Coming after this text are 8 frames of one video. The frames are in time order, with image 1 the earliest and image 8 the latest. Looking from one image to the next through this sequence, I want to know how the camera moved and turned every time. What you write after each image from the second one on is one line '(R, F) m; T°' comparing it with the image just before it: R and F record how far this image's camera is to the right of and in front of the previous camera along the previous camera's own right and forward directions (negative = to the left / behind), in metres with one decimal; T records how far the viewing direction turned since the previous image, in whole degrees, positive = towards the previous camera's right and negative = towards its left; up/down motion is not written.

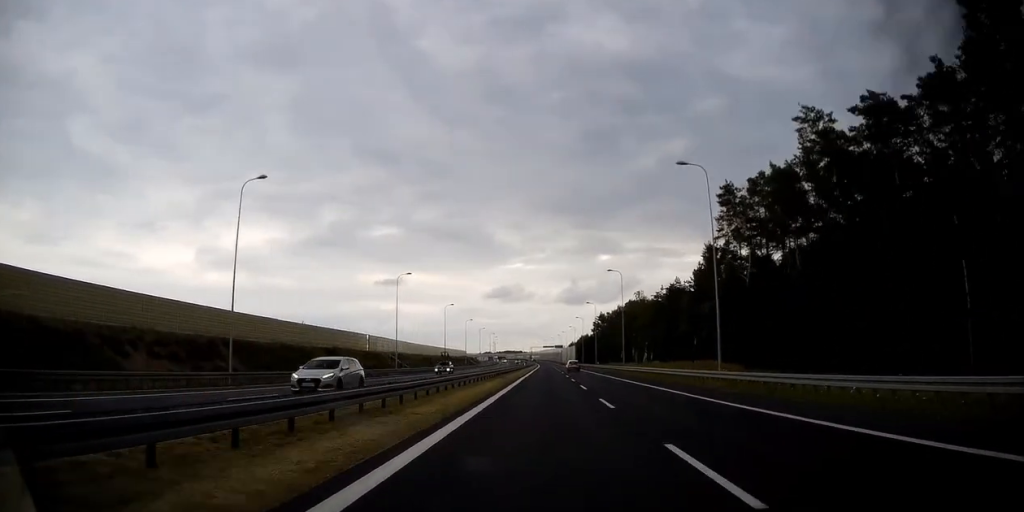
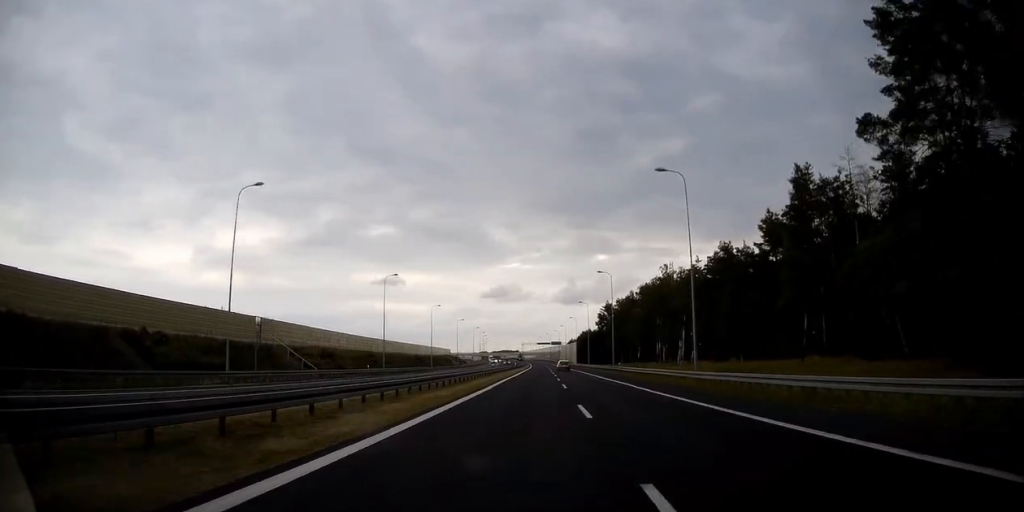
(+0.4, +39.0) m; +1°
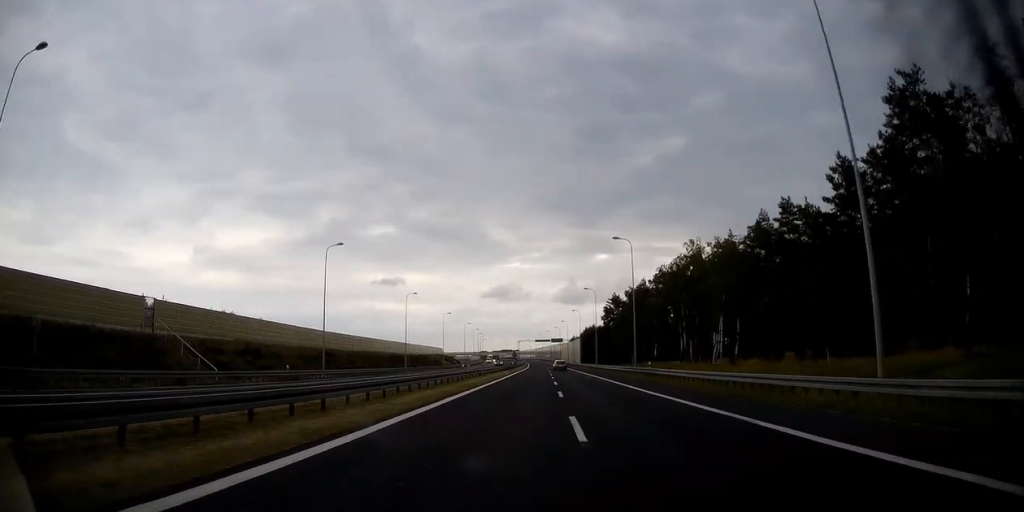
(-0.1, +20.1) m; 0°
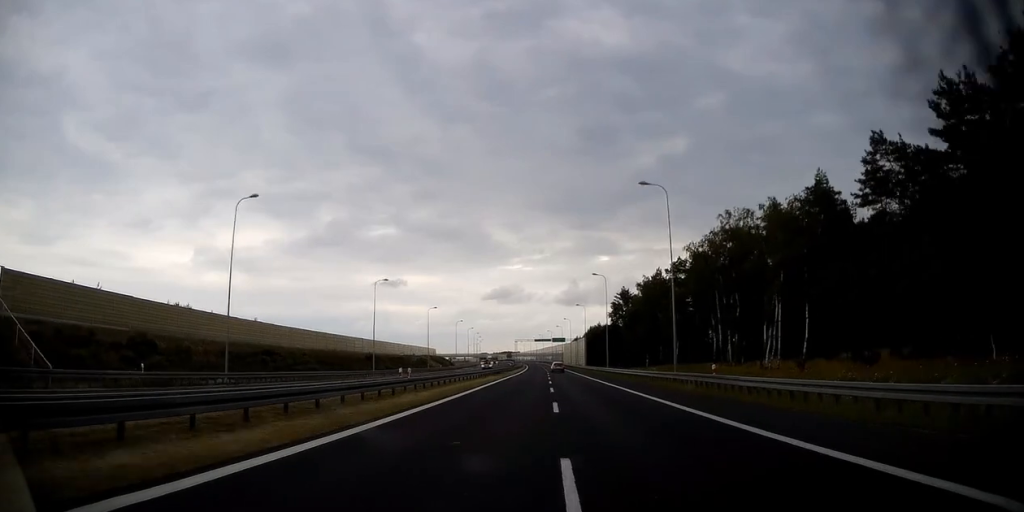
(+0.1, +17.6) m; 0°
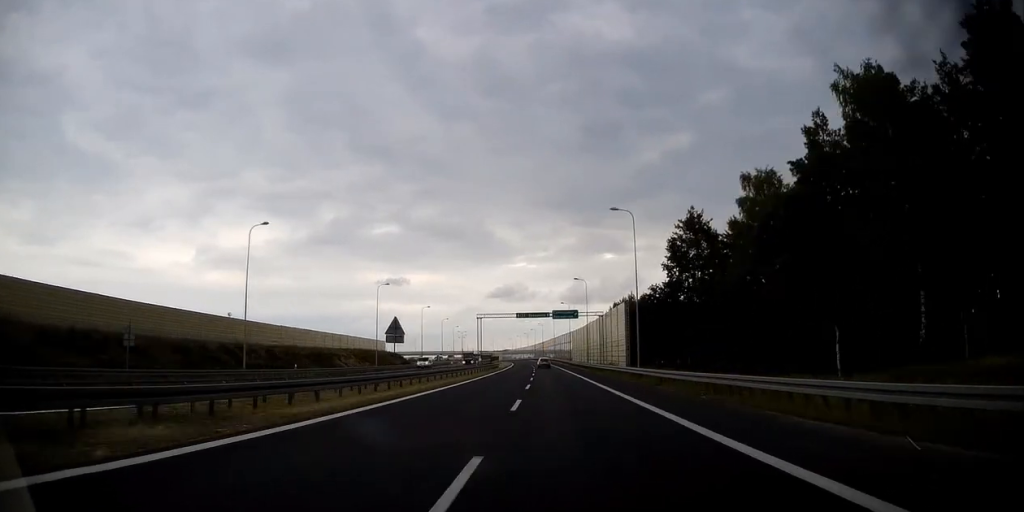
(-0.7, +71.8) m; -1°
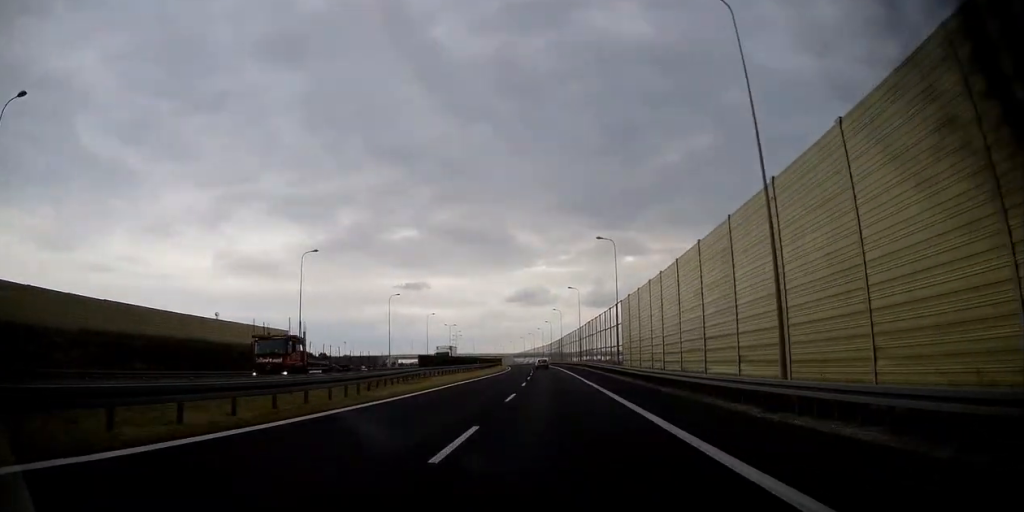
(+0.4, +66.8) m; -1°
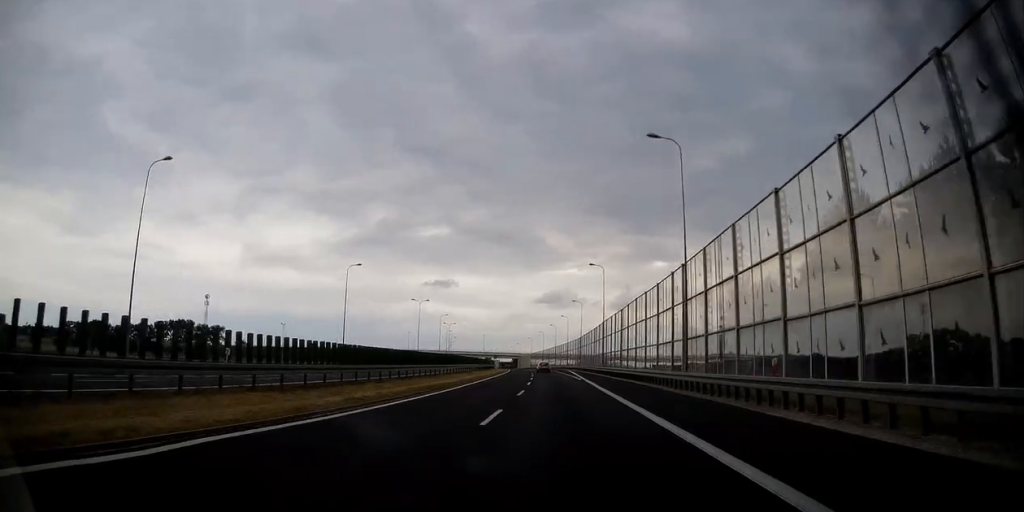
(-1.7, +66.9) m; -2°
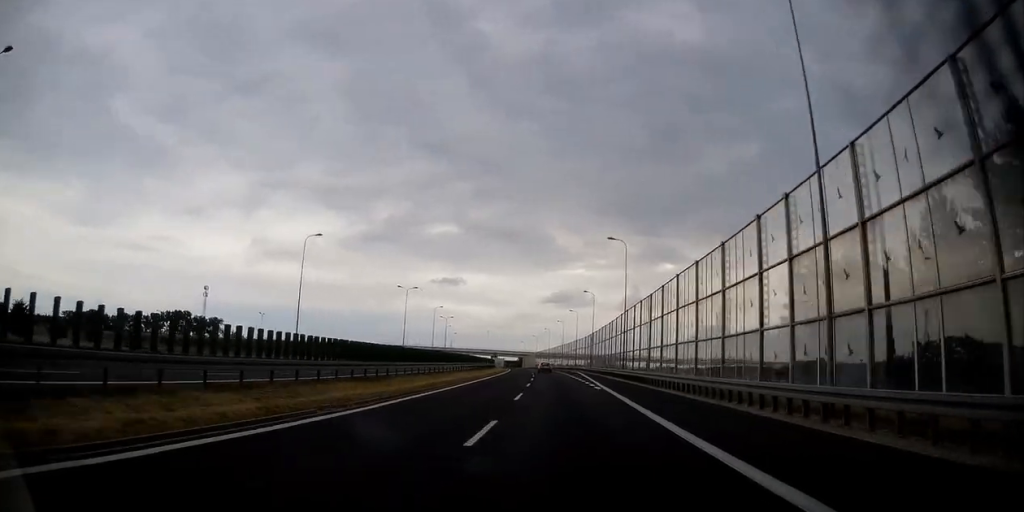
(0.0, +15.1) m; 0°
